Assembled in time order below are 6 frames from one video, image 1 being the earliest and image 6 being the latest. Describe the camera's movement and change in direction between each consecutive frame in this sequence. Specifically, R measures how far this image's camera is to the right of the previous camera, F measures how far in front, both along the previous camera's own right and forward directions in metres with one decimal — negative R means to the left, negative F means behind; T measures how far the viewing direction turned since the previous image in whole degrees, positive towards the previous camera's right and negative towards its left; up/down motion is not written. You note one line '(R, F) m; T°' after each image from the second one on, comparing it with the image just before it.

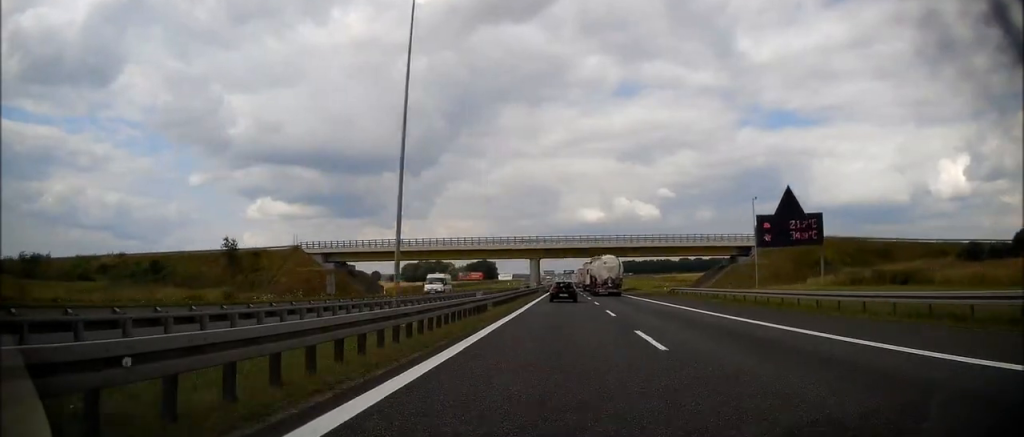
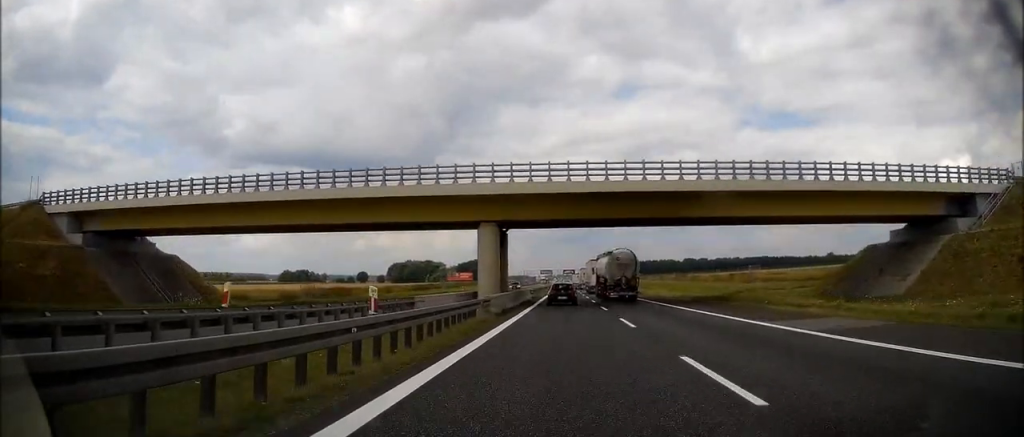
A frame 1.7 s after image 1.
(0.0, +53.1) m; 0°
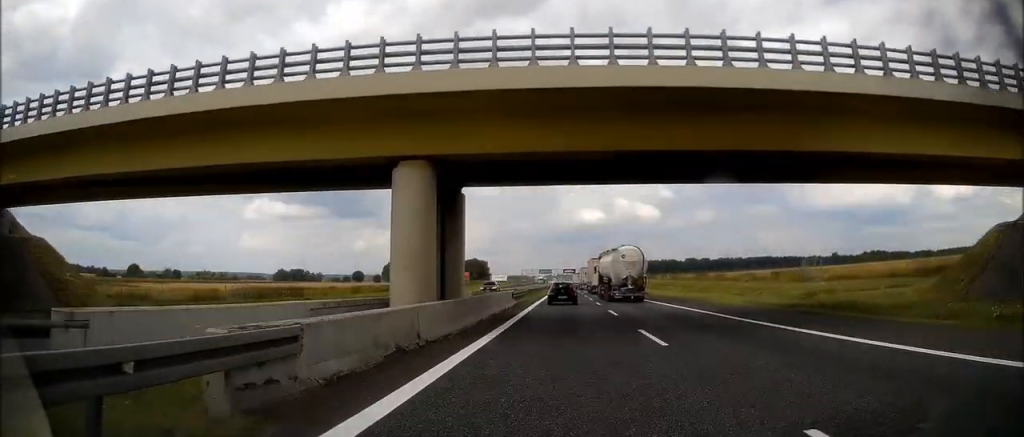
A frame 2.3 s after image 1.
(0.0, +17.5) m; 0°
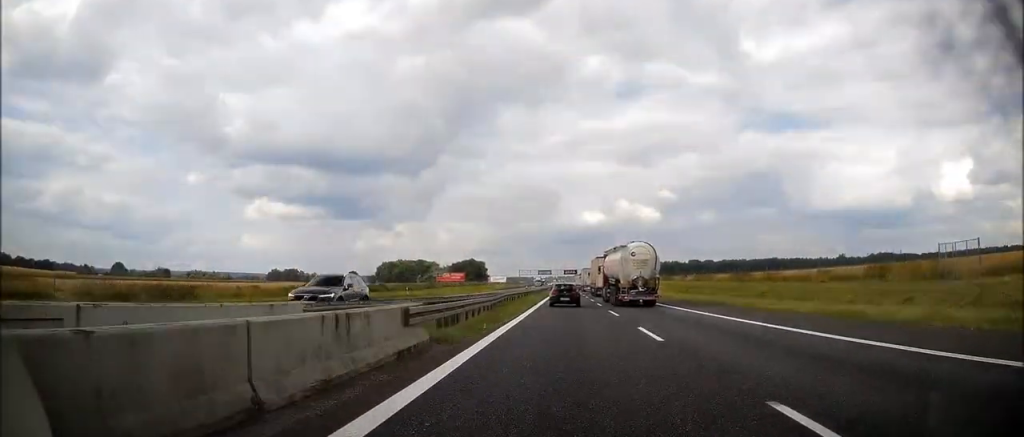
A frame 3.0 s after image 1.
(+0.3, +22.8) m; 0°
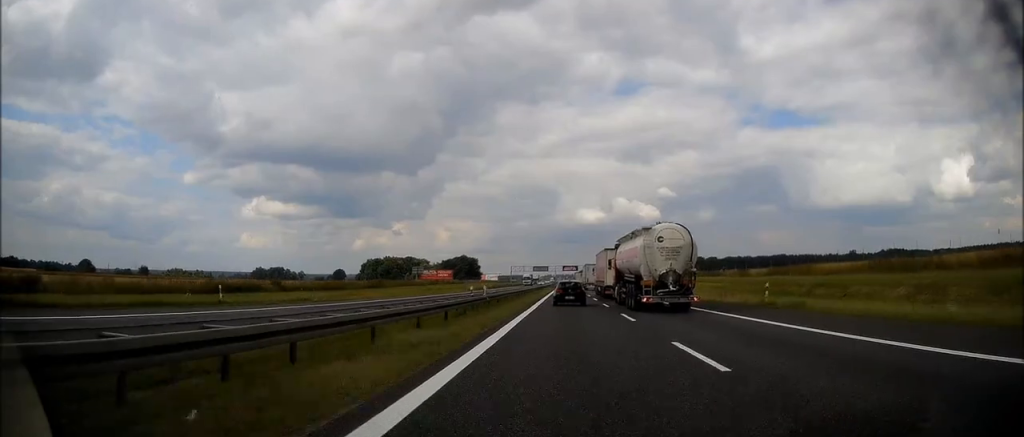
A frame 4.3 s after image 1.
(-0.5, +40.7) m; -1°
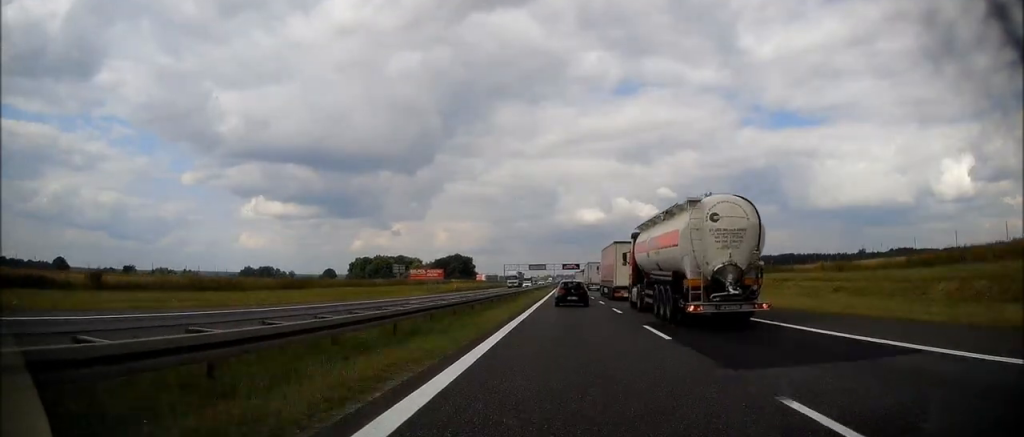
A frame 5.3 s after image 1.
(0.0, +30.3) m; +1°
